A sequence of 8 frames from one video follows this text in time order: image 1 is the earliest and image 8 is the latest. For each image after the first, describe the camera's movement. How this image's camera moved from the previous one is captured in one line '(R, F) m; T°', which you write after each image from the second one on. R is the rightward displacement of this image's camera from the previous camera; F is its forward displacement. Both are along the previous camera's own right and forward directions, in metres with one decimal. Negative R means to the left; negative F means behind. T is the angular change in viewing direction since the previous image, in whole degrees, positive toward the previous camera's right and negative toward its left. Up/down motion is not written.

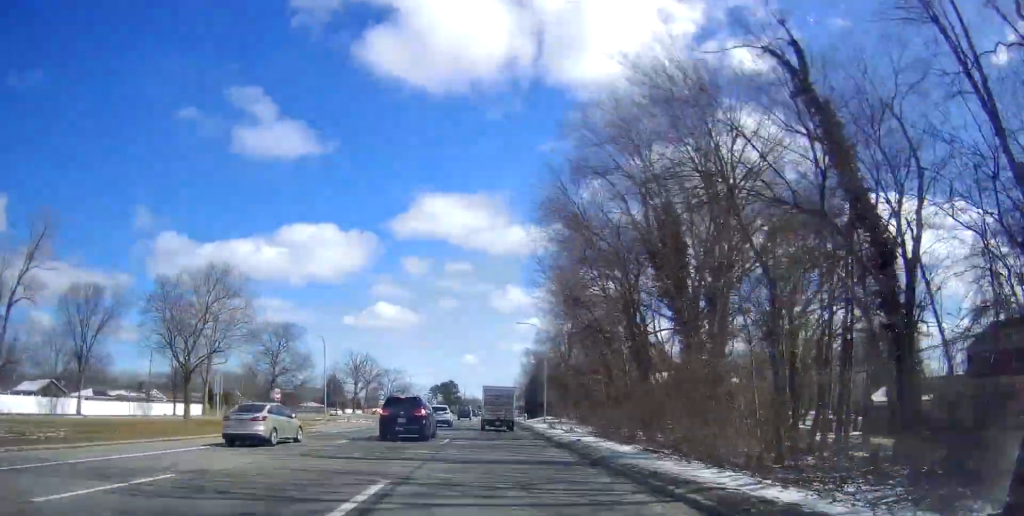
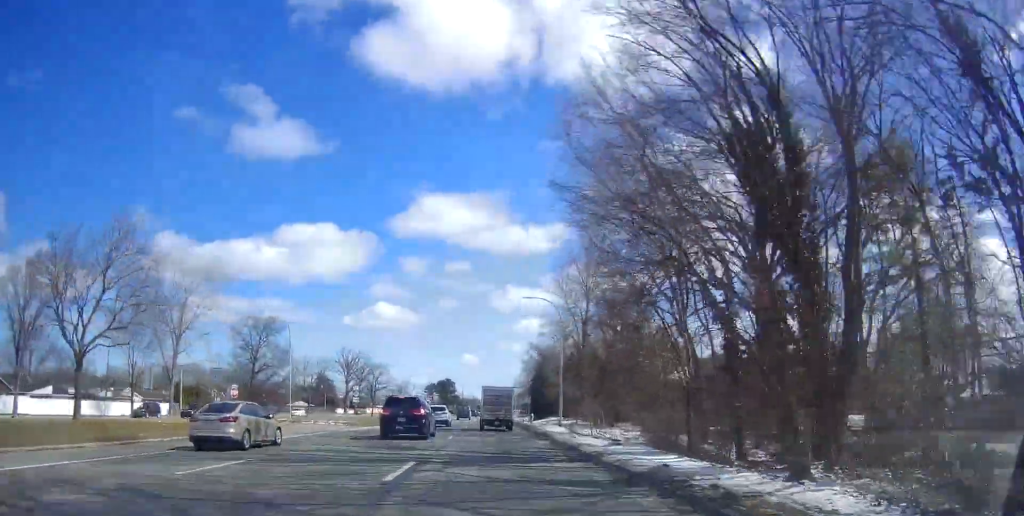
(0.0, +11.6) m; 0°
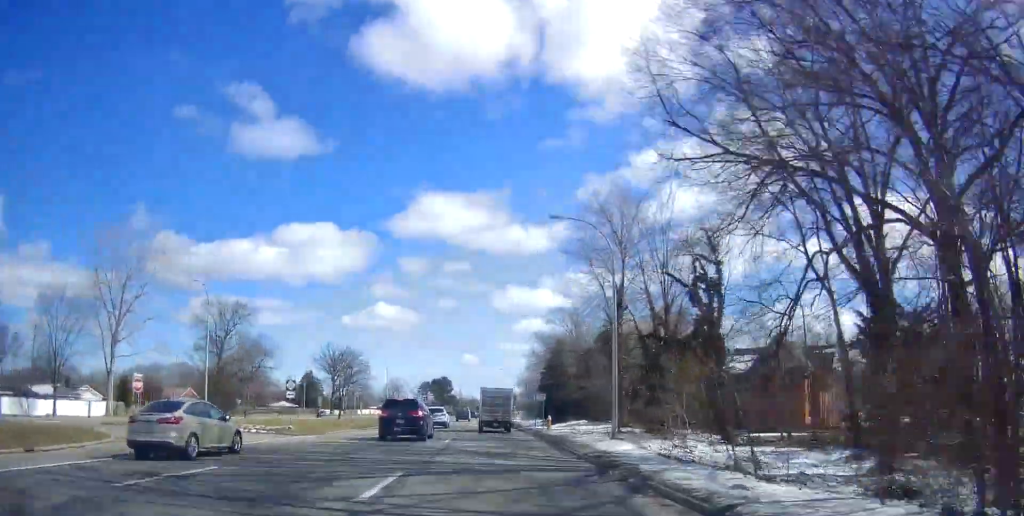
(+0.1, +16.2) m; 0°
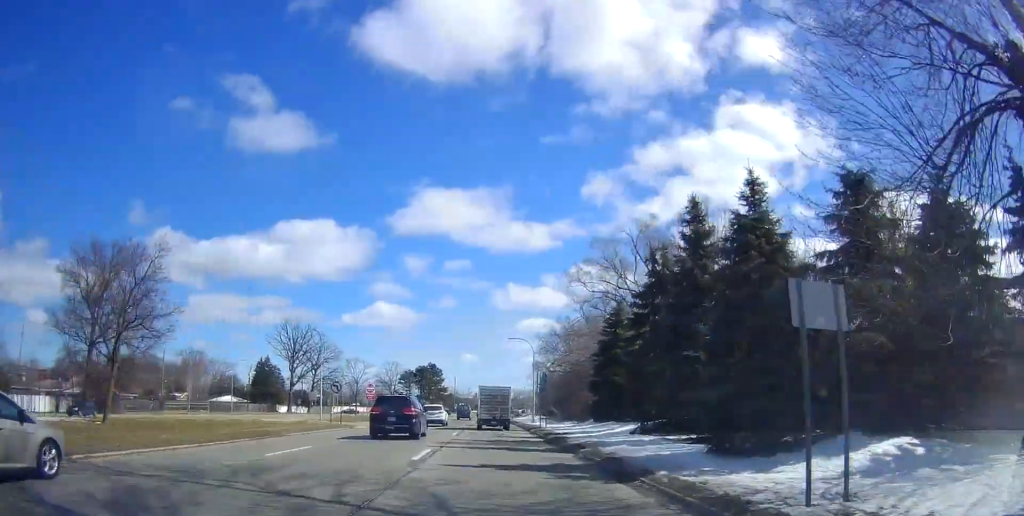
(-0.2, +42.4) m; -1°
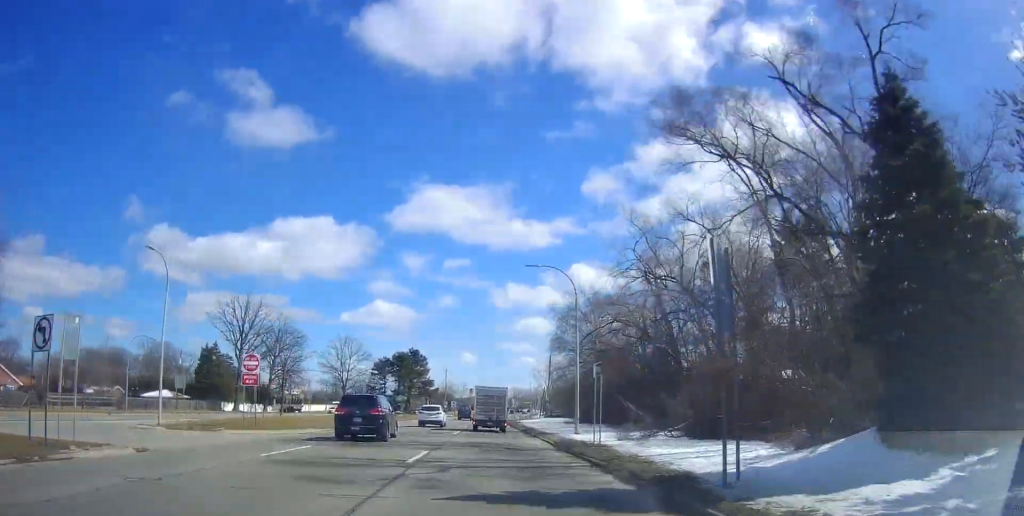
(-0.4, +31.6) m; -1°
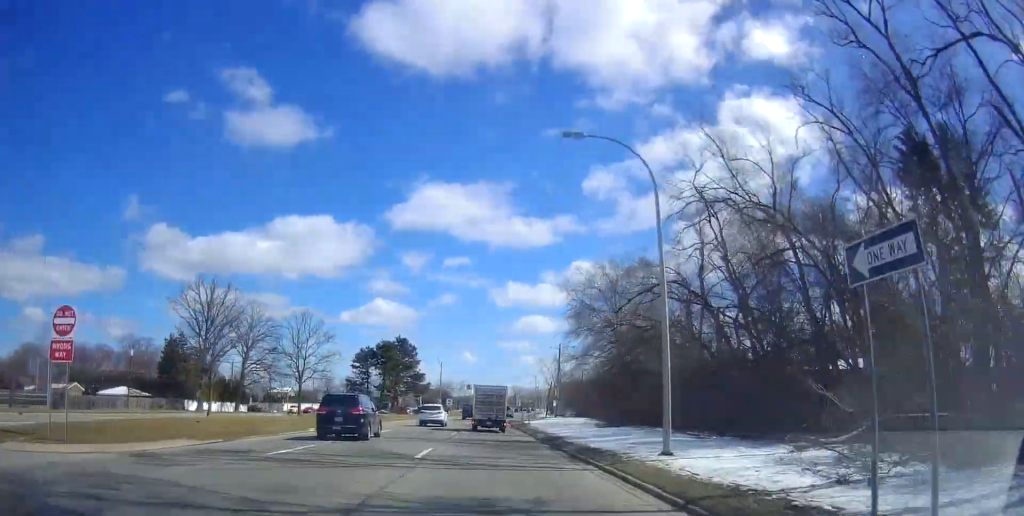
(+0.3, +15.5) m; 0°
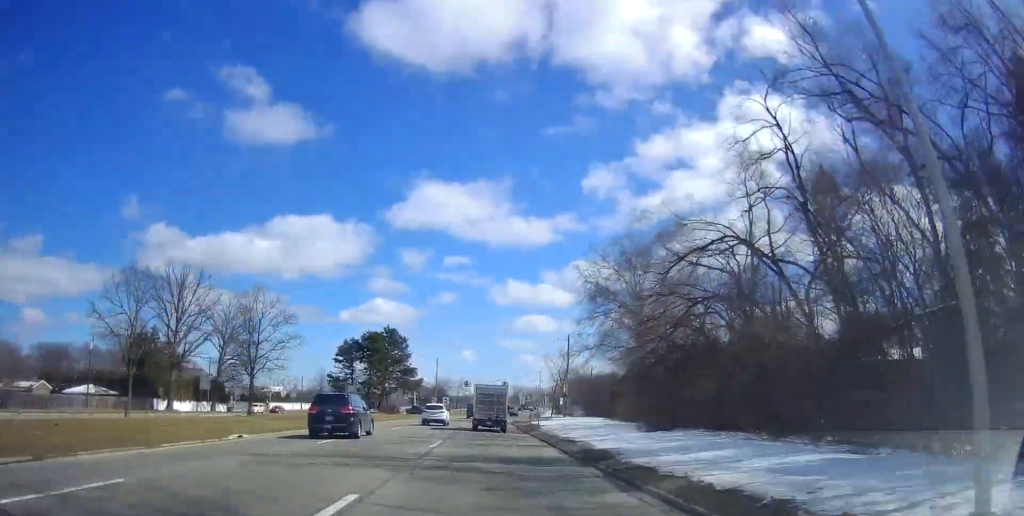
(-0.3, +10.3) m; 0°
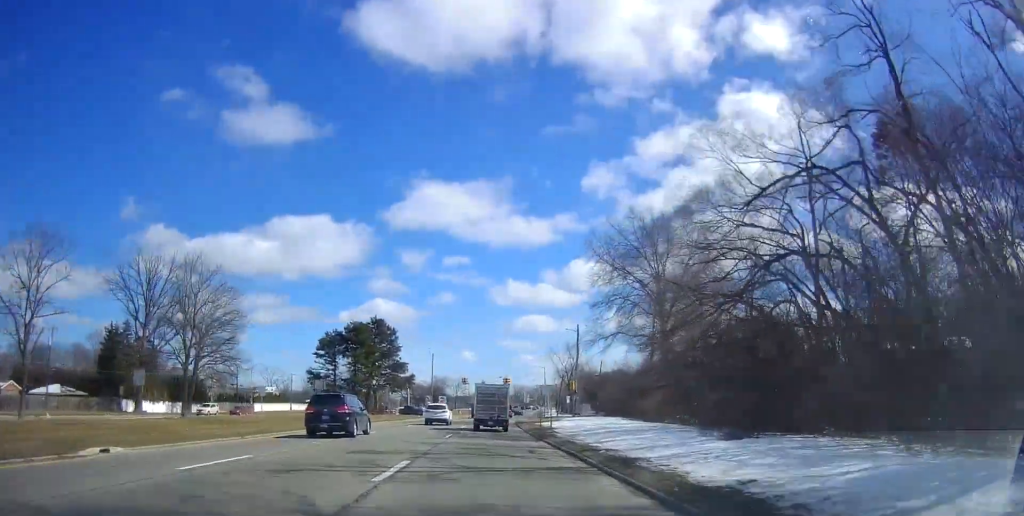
(-0.2, +9.1) m; 0°
